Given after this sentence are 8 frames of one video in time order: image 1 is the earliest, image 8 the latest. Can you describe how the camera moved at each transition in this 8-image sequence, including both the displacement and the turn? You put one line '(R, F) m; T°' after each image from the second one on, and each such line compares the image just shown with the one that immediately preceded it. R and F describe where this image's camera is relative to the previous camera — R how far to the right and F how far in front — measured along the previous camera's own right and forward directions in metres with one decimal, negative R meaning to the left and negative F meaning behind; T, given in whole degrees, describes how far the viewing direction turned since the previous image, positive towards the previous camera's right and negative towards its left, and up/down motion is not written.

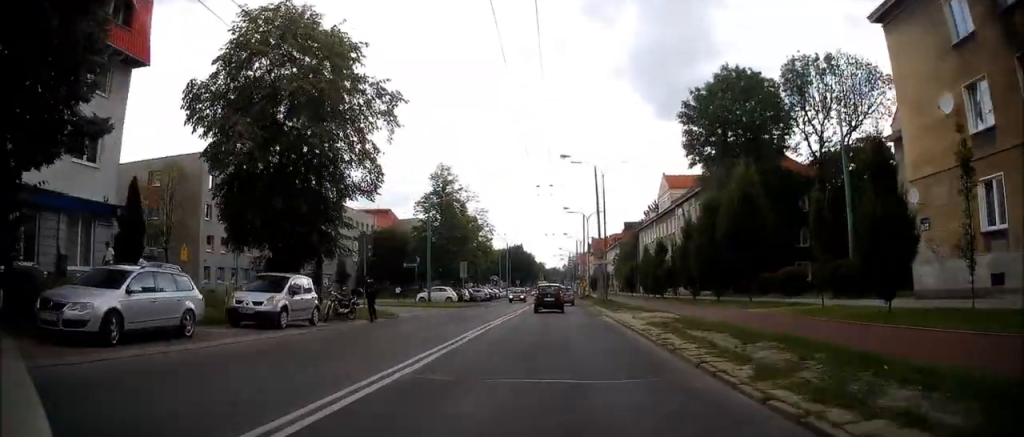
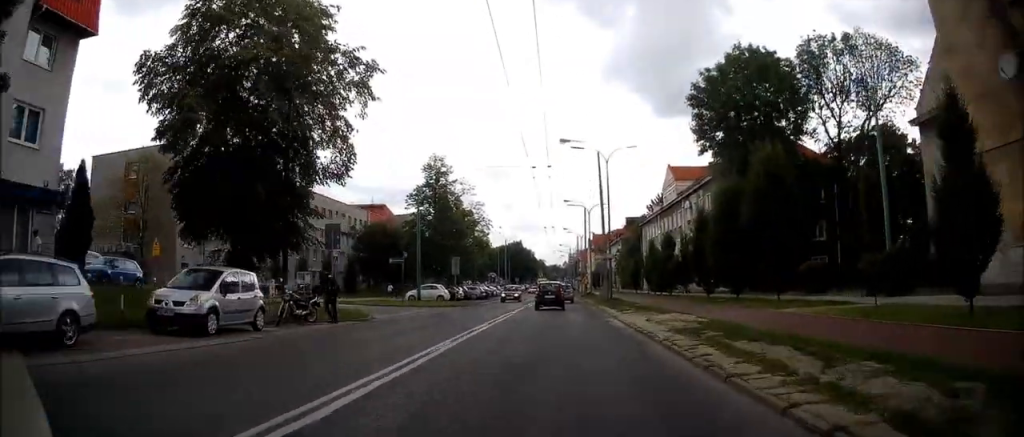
(-0.1, +3.7) m; 0°
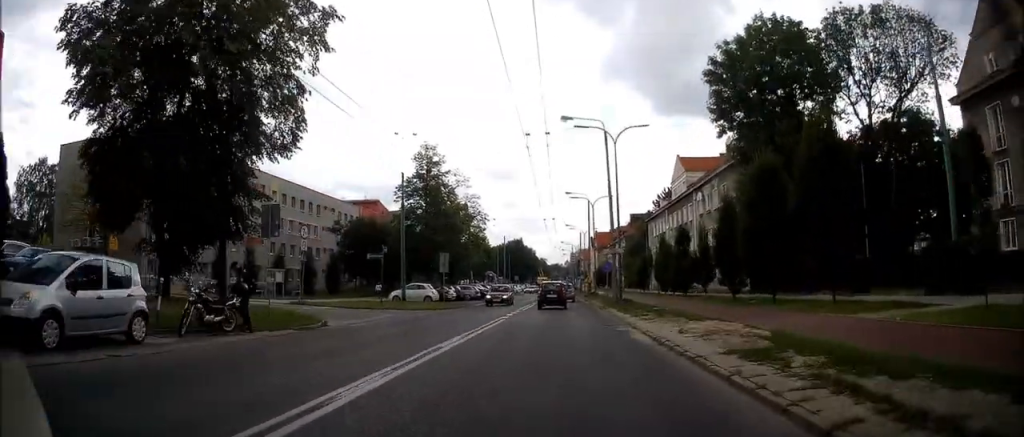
(+0.1, +4.7) m; +1°
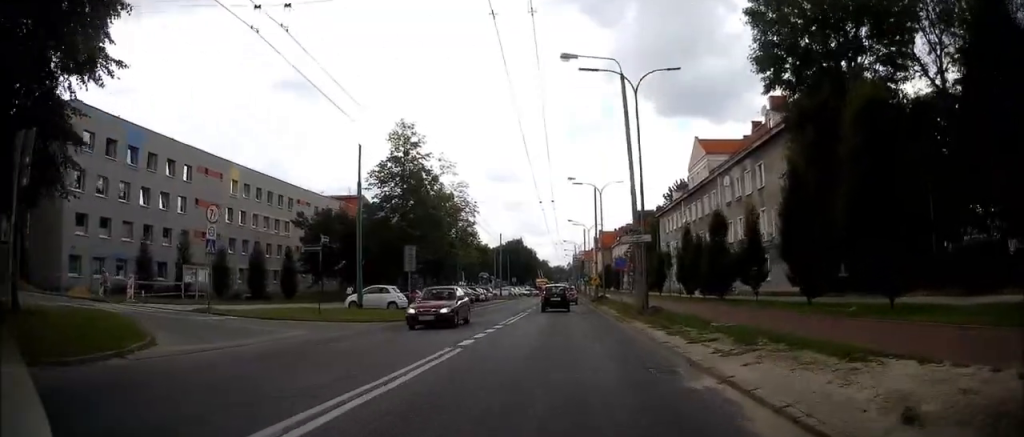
(+0.2, +9.3) m; 0°
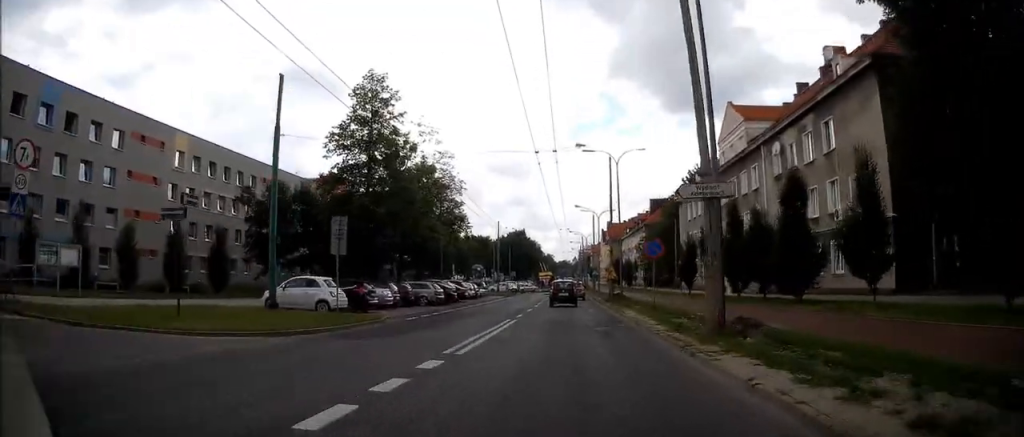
(-0.1, +10.5) m; -2°
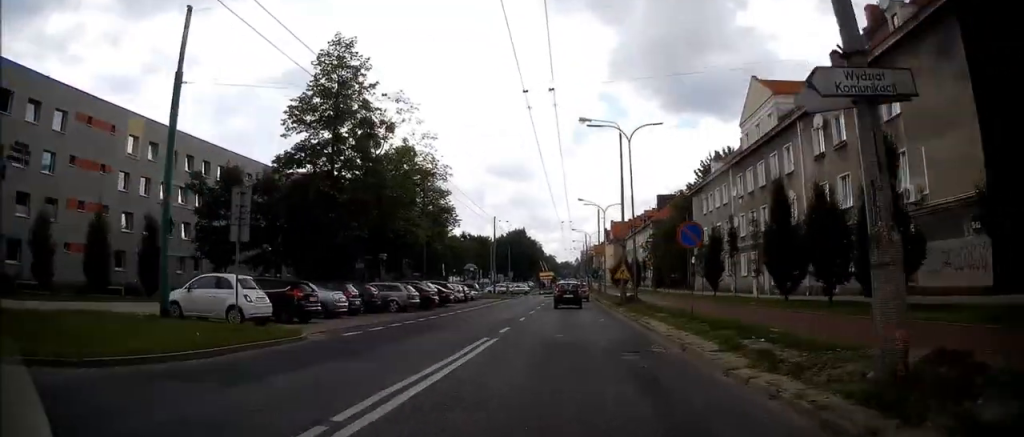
(0.0, +6.7) m; -1°
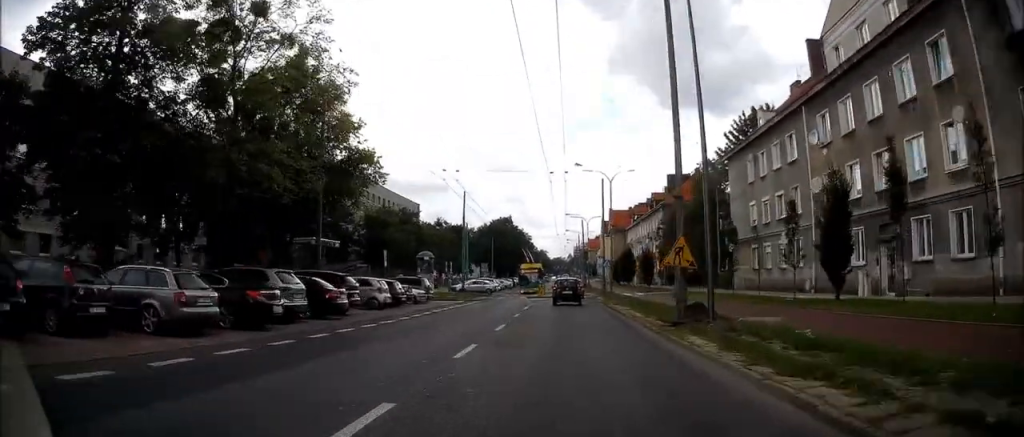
(+0.2, +20.5) m; +2°
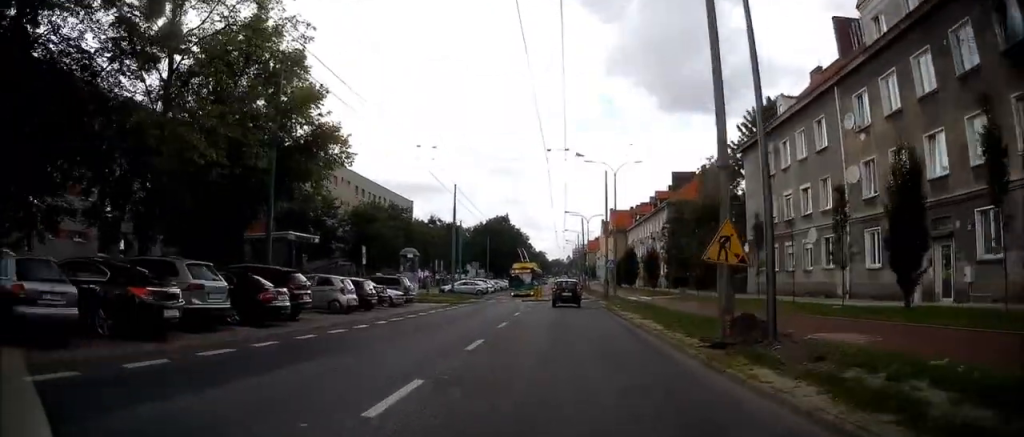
(+0.1, +5.6) m; 0°
